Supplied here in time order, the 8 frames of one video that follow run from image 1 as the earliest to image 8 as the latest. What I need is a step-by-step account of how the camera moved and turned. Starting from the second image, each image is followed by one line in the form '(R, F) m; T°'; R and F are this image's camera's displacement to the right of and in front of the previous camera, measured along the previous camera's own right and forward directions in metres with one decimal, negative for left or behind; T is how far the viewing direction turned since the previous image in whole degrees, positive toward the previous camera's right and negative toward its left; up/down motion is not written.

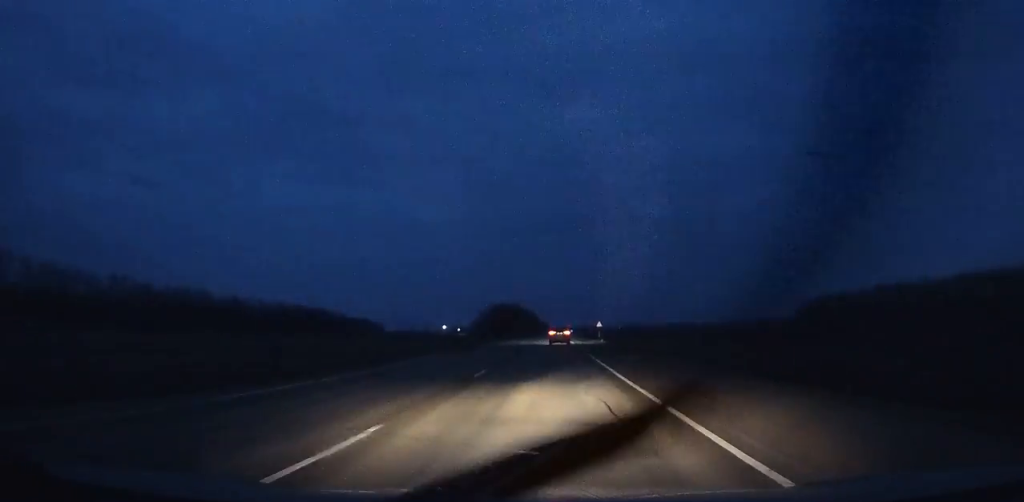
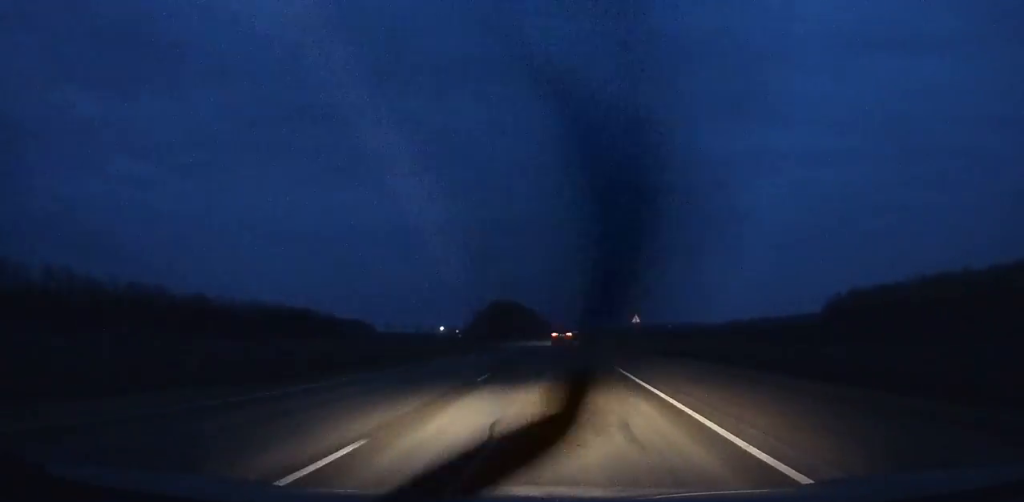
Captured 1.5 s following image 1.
(0.0, +36.9) m; 0°
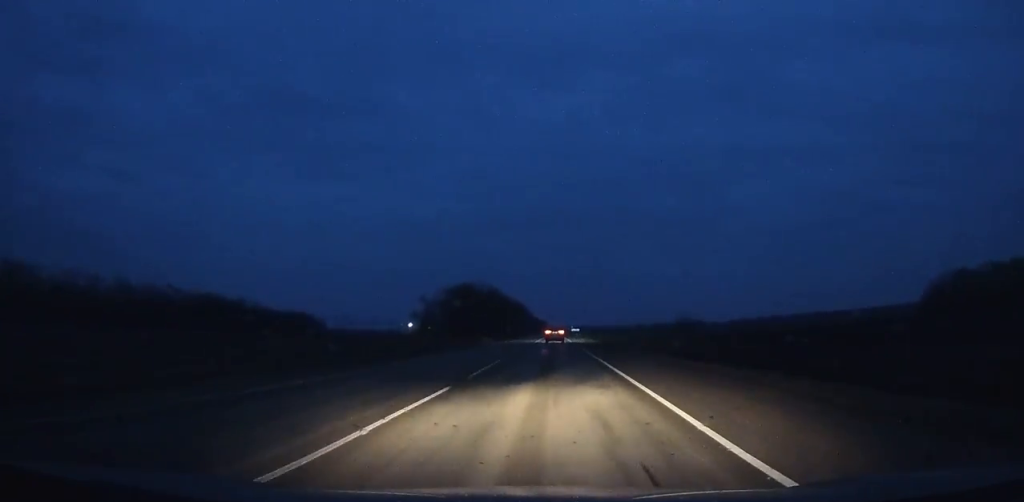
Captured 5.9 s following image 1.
(+0.2, +108.6) m; 0°
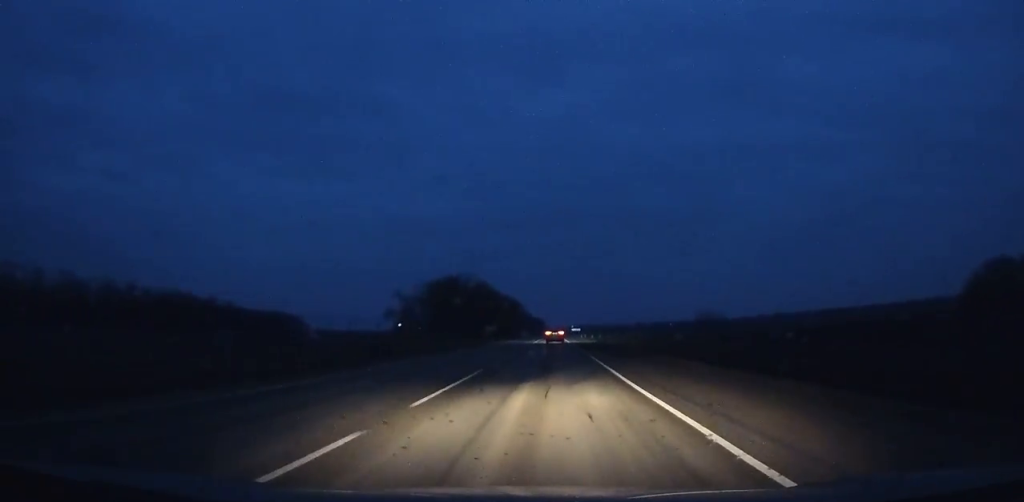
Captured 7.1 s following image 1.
(+0.1, +30.0) m; 0°
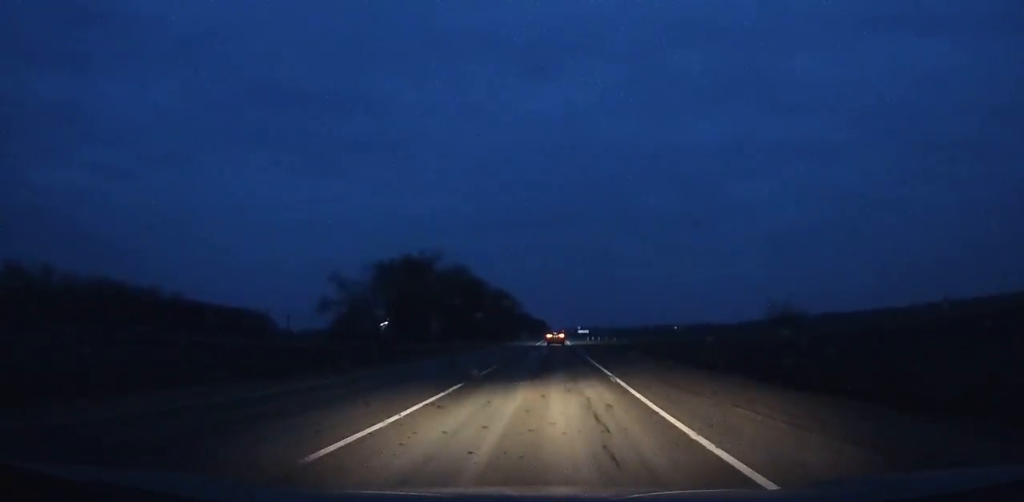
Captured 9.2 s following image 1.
(0.0, +52.5) m; 0°
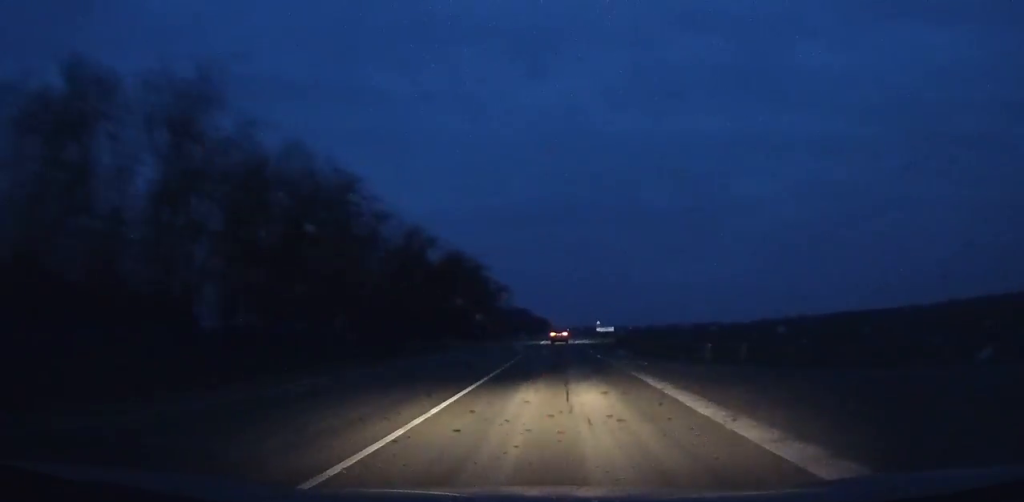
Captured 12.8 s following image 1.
(-0.4, +89.8) m; 0°
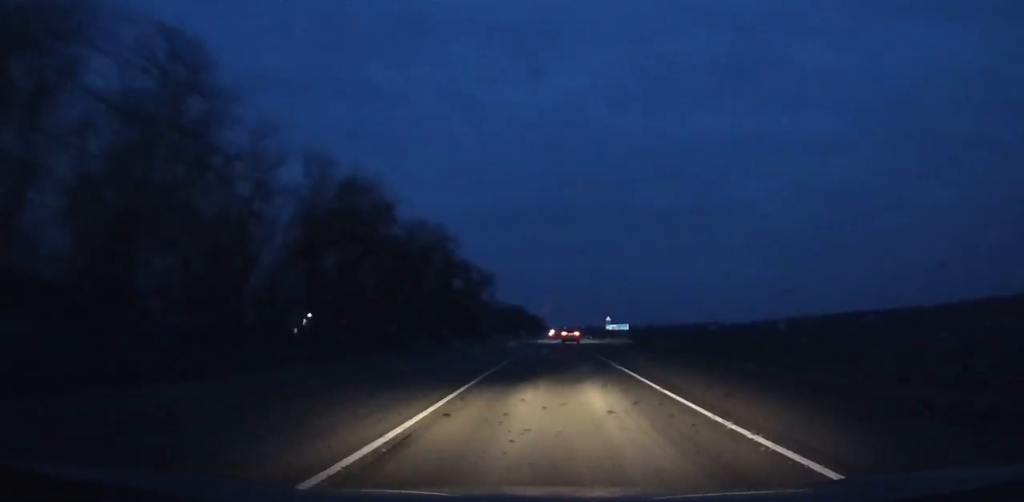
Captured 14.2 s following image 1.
(-0.2, +34.7) m; +1°
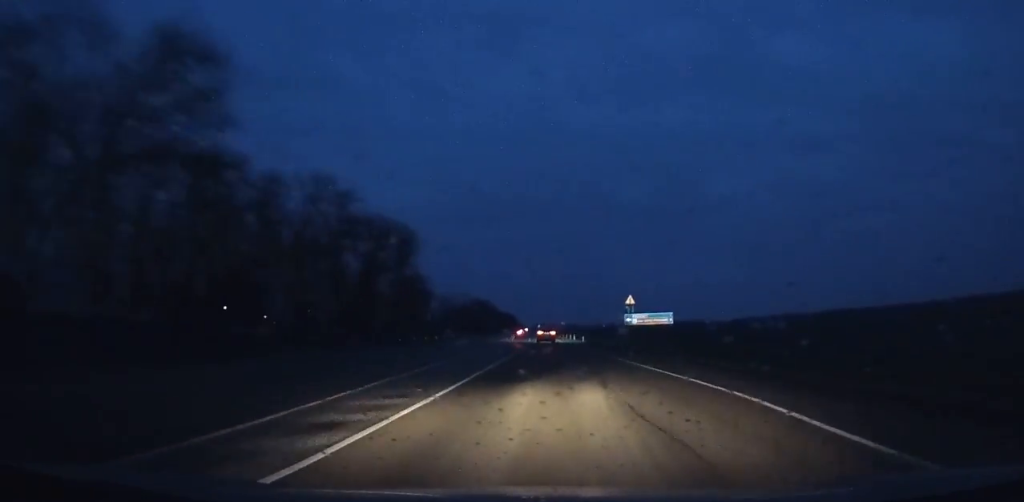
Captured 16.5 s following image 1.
(+0.7, +56.3) m; 0°
